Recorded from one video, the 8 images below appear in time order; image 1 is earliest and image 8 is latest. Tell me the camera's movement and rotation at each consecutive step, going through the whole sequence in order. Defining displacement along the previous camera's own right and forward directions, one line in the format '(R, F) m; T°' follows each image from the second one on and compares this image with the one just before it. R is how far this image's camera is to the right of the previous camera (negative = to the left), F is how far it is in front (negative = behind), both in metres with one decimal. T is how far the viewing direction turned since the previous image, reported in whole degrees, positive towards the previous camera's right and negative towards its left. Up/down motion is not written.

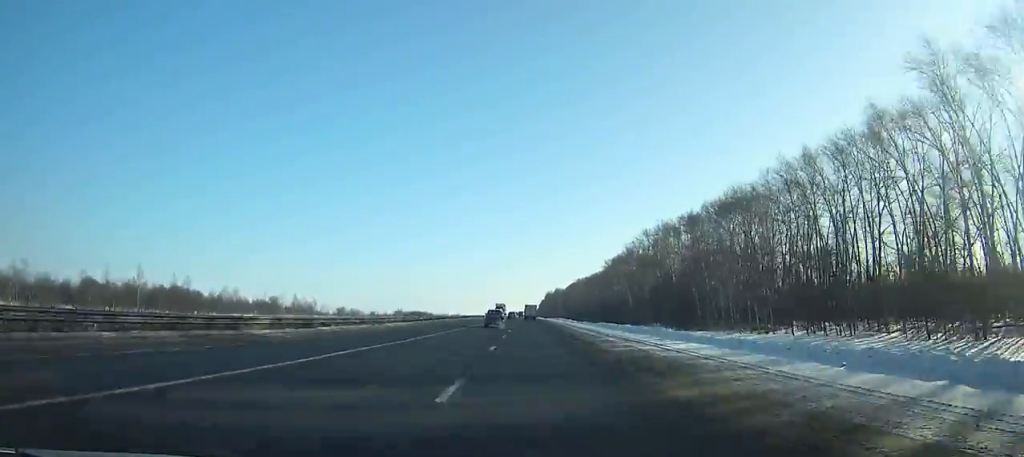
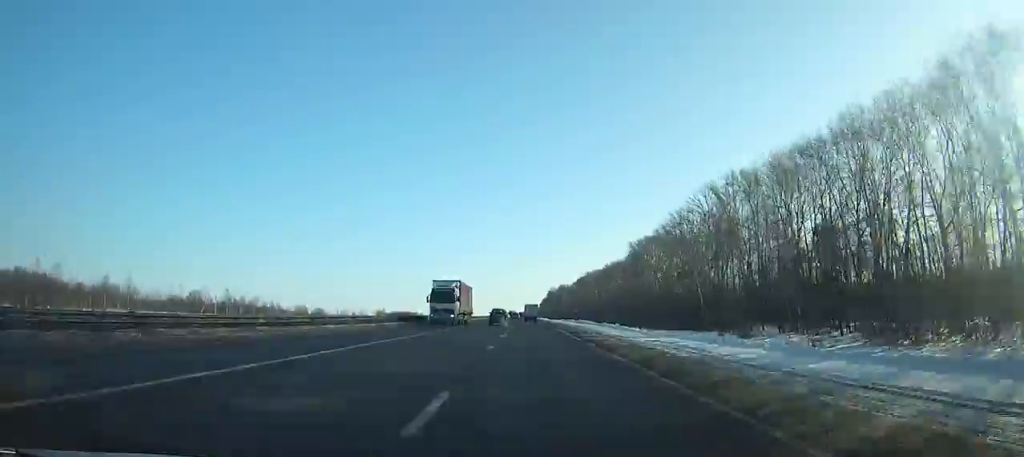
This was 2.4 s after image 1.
(-0.1, +62.0) m; 0°
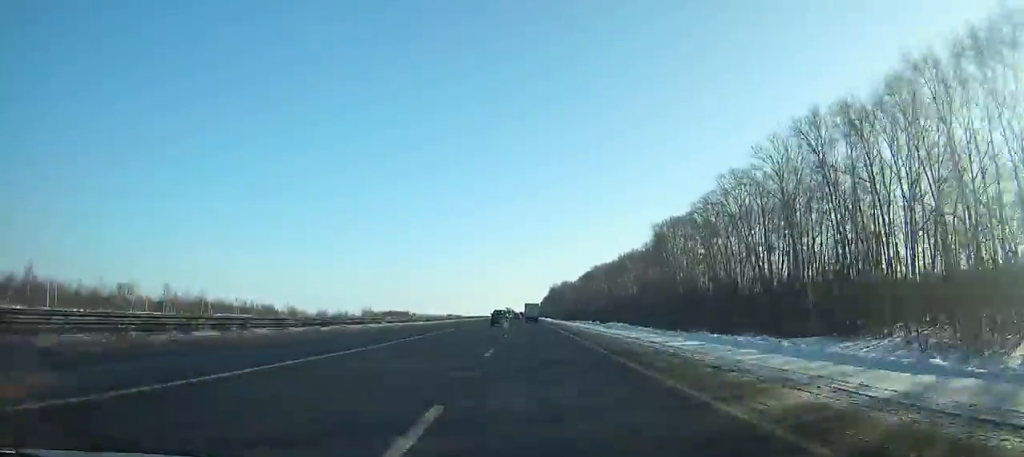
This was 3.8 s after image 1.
(0.0, +36.9) m; 0°
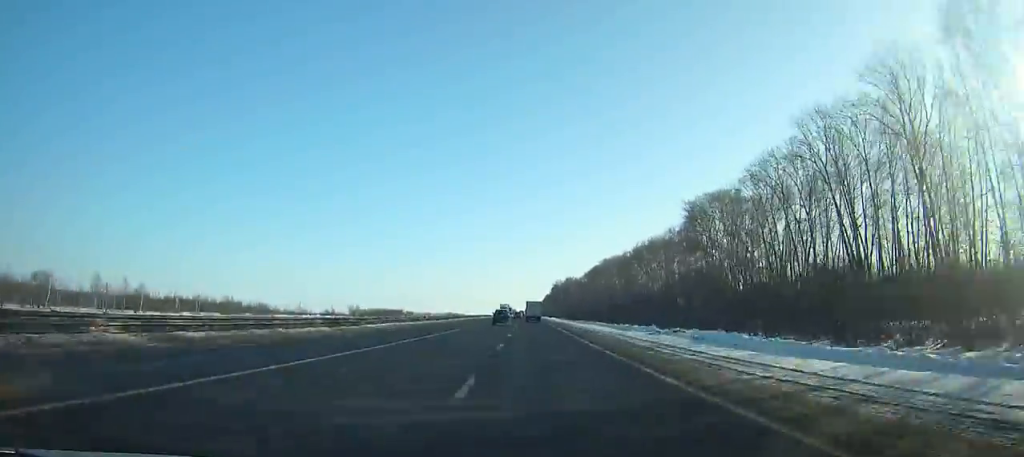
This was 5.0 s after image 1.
(0.0, +32.1) m; 0°
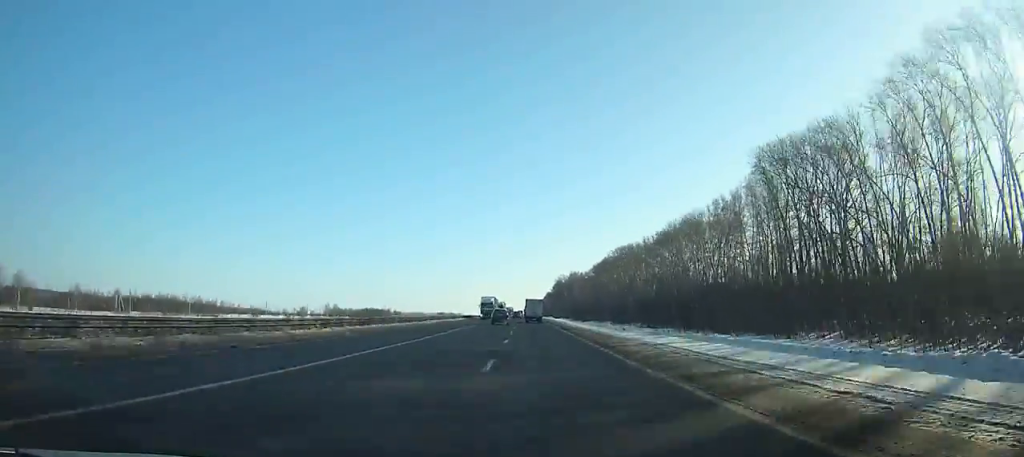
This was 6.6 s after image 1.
(-0.1, +43.5) m; 0°
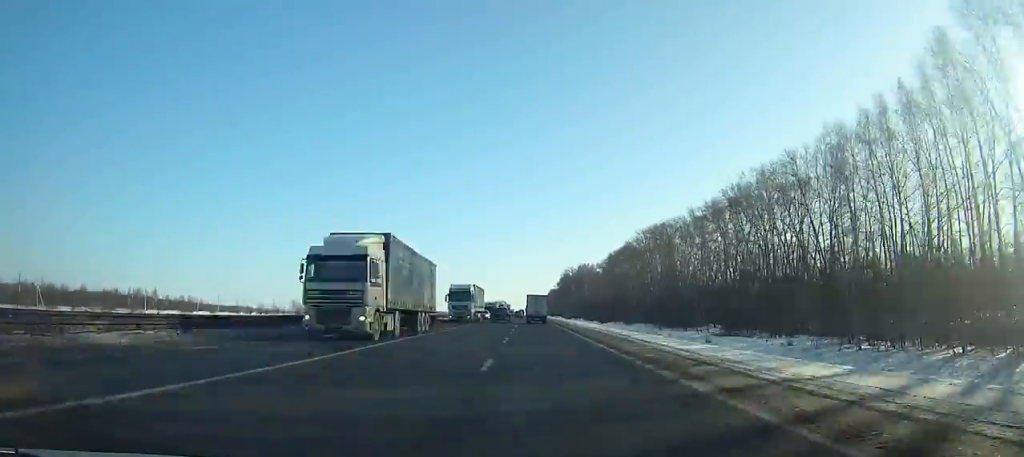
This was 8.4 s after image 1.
(-0.1, +49.7) m; 0°
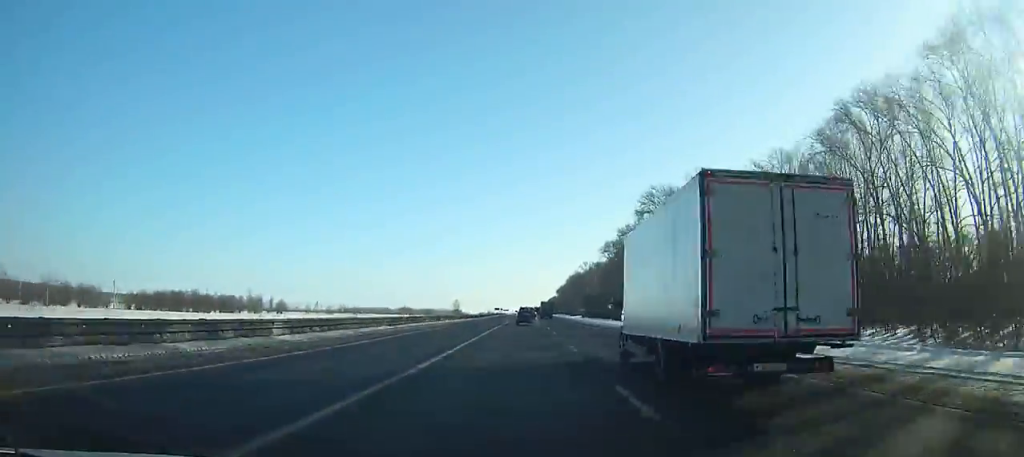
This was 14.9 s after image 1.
(-0.7, +185.2) m; 0°
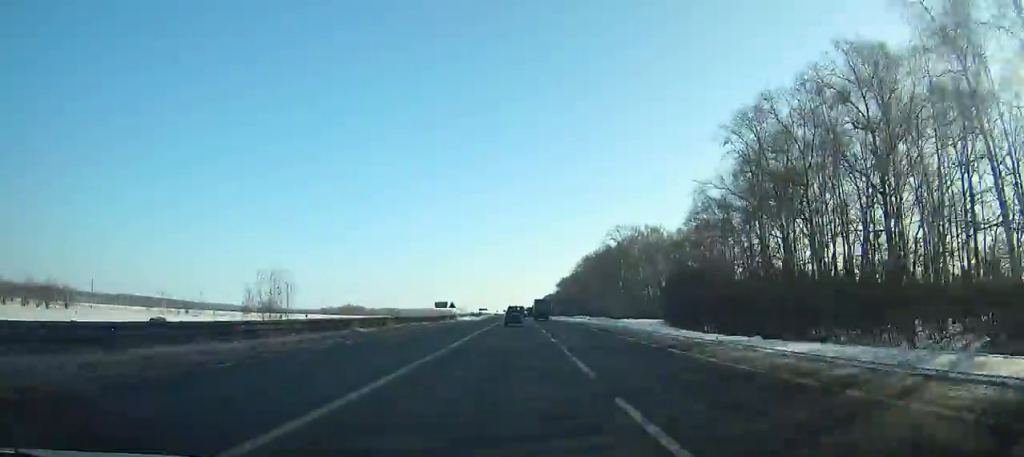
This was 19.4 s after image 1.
(+0.7, +130.4) m; +1°
